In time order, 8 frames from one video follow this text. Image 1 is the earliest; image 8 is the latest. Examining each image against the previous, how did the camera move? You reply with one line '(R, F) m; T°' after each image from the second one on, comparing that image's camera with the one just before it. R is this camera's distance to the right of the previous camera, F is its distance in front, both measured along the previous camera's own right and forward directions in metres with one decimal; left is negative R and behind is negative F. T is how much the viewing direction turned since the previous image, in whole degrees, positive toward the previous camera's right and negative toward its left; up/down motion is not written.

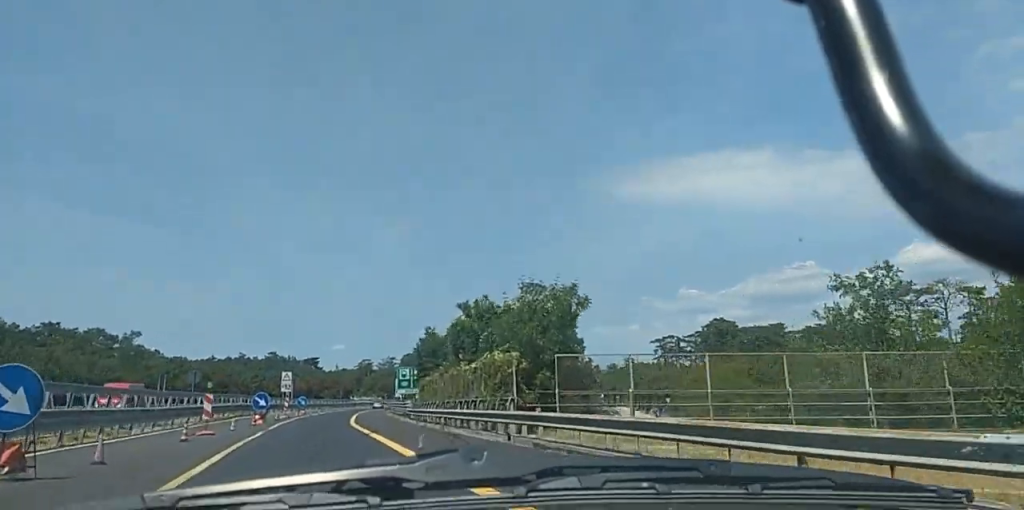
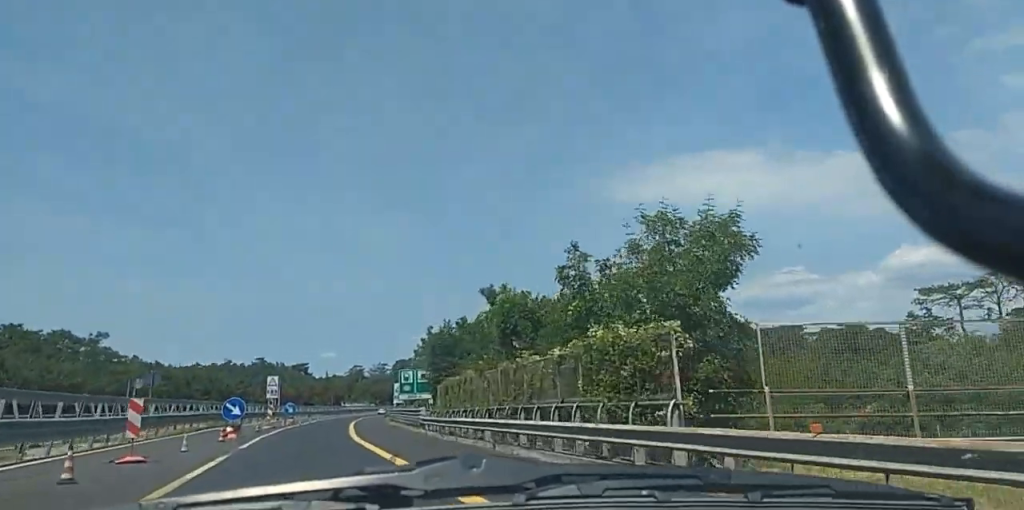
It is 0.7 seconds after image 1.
(-0.4, +10.8) m; 0°
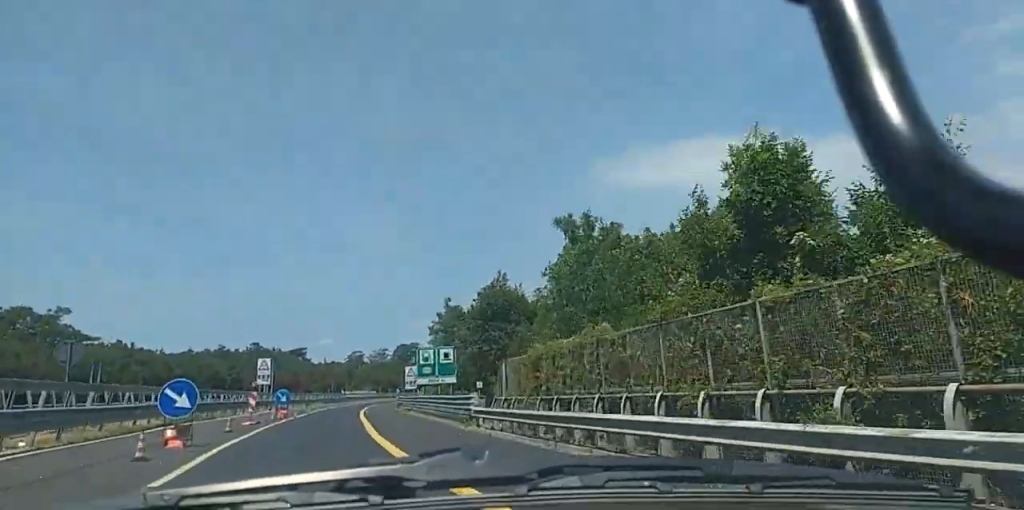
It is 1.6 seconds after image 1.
(+0.2, +14.0) m; +2°
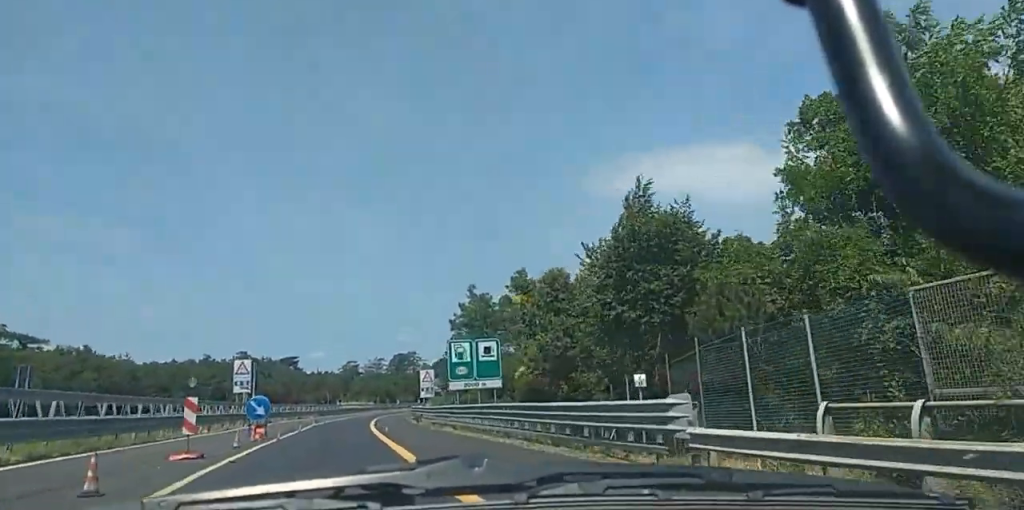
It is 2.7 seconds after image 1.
(+0.6, +17.3) m; +1°
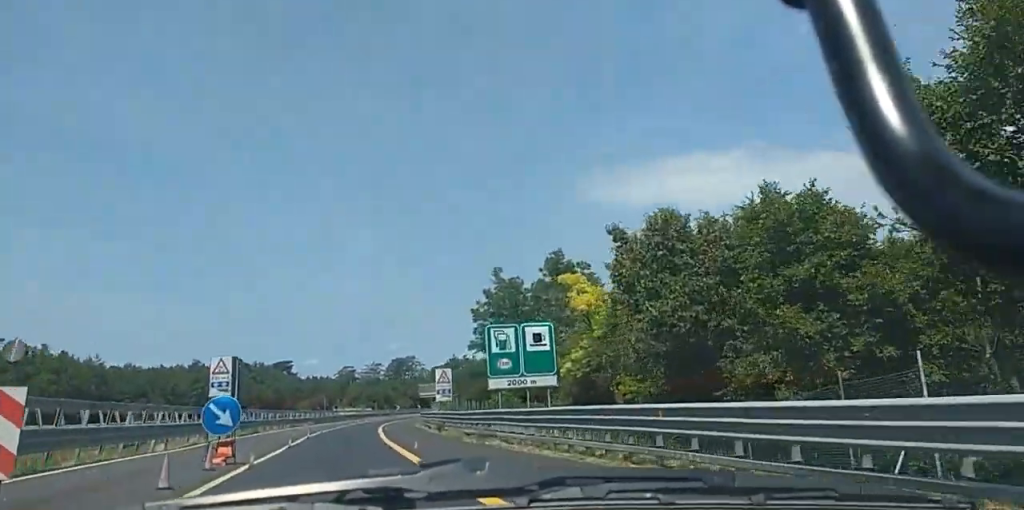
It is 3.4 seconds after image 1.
(-0.1, +11.4) m; +1°
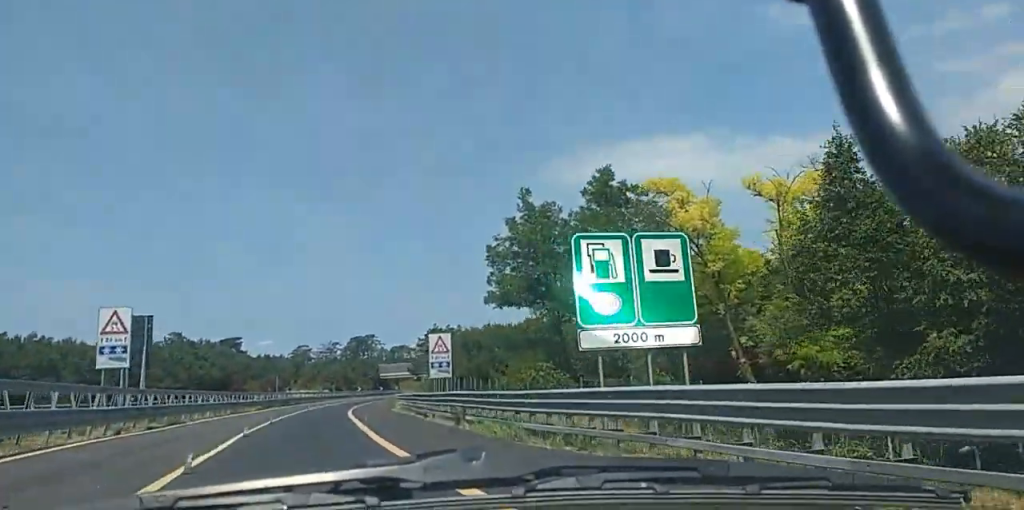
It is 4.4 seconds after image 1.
(+0.3, +16.4) m; +3°
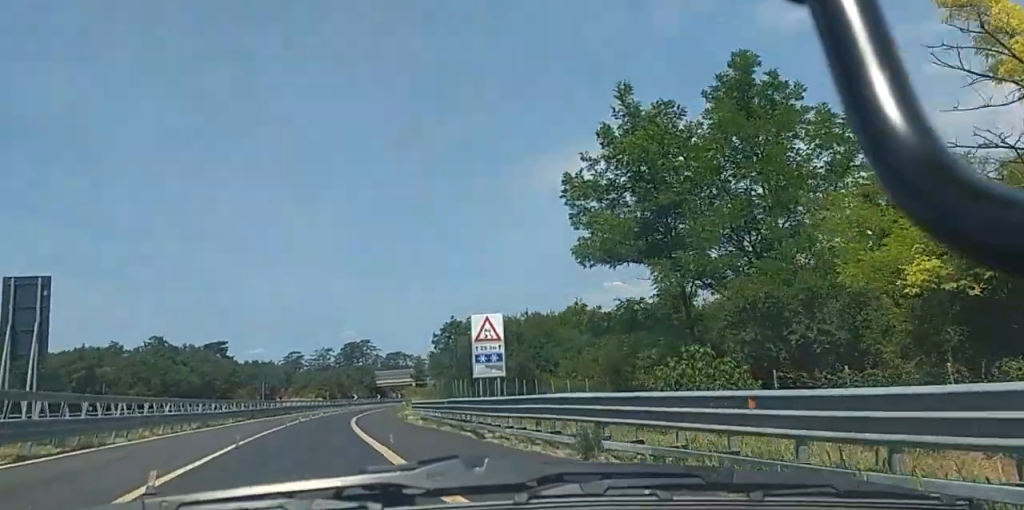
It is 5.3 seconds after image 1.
(+0.5, +13.3) m; +2°
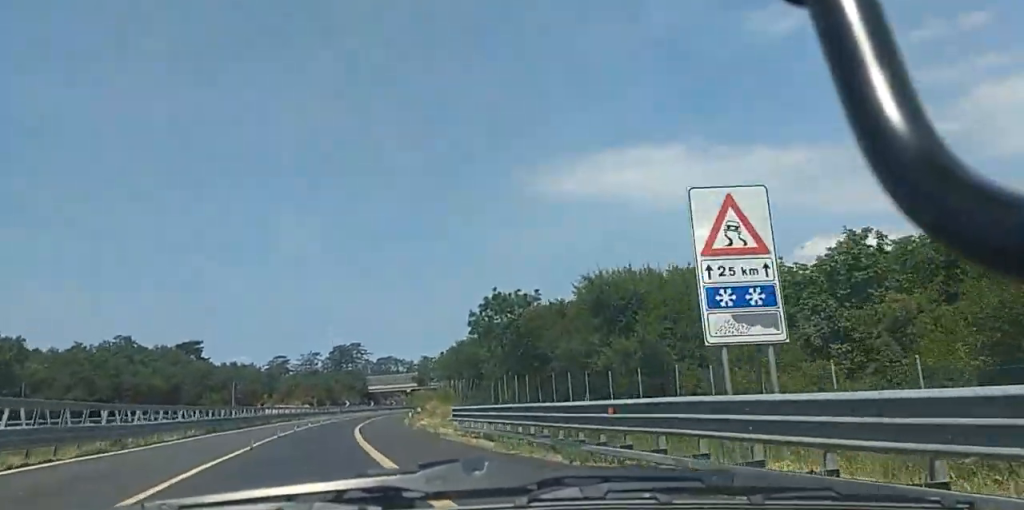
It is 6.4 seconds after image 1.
(0.0, +19.1) m; 0°
